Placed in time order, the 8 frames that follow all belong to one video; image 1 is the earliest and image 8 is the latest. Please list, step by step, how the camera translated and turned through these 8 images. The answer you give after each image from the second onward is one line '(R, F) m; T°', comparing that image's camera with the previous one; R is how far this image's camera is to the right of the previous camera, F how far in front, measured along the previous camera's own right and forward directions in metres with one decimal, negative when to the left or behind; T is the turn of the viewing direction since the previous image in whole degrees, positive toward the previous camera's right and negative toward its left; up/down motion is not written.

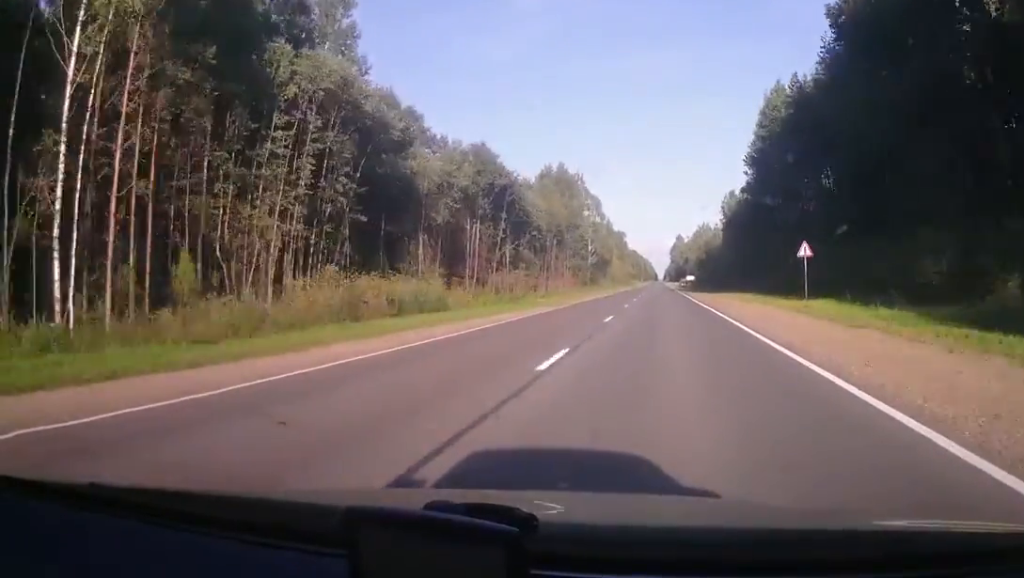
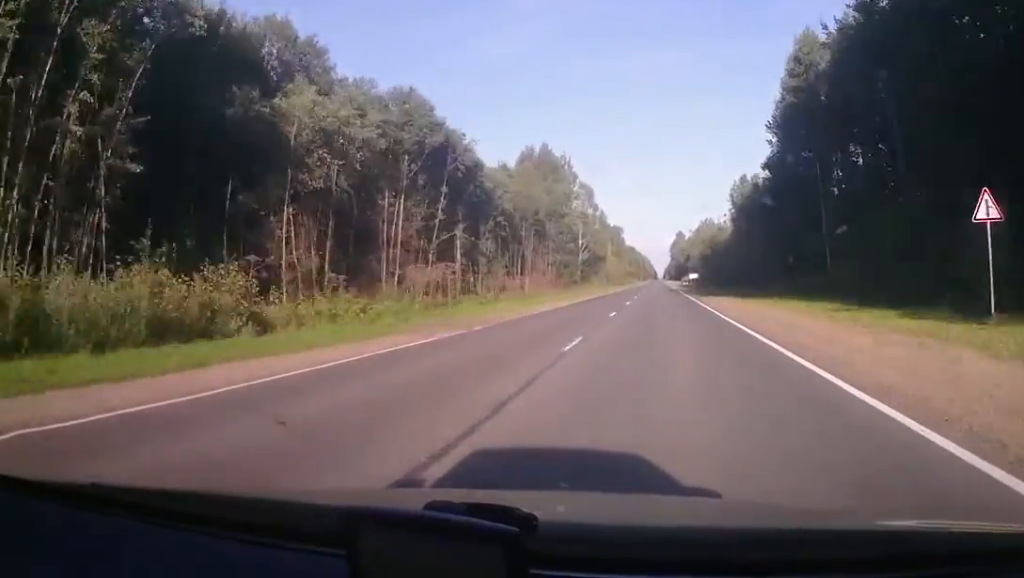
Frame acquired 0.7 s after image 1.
(+0.4, +21.3) m; 0°
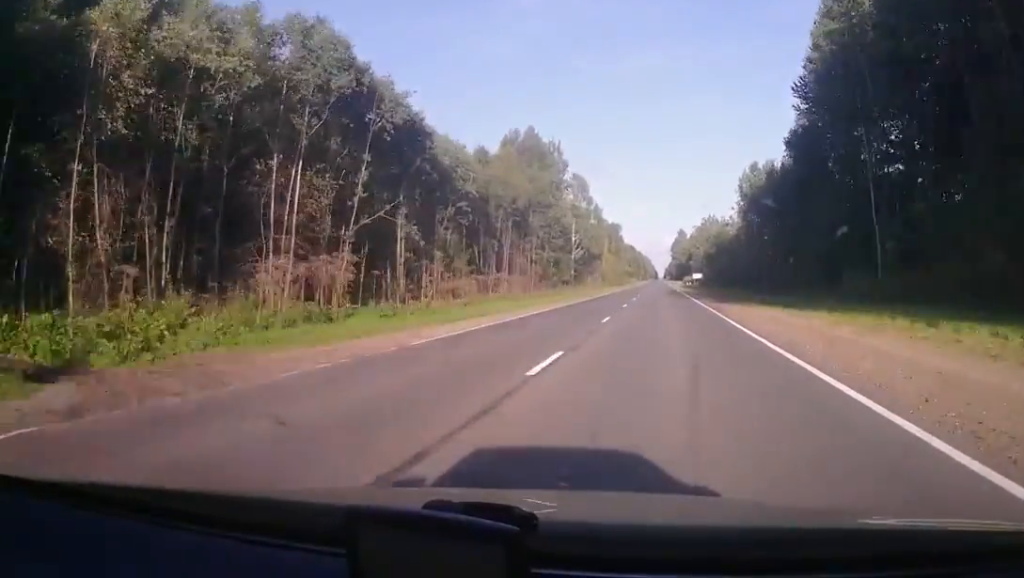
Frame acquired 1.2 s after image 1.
(-0.3, +15.2) m; 0°
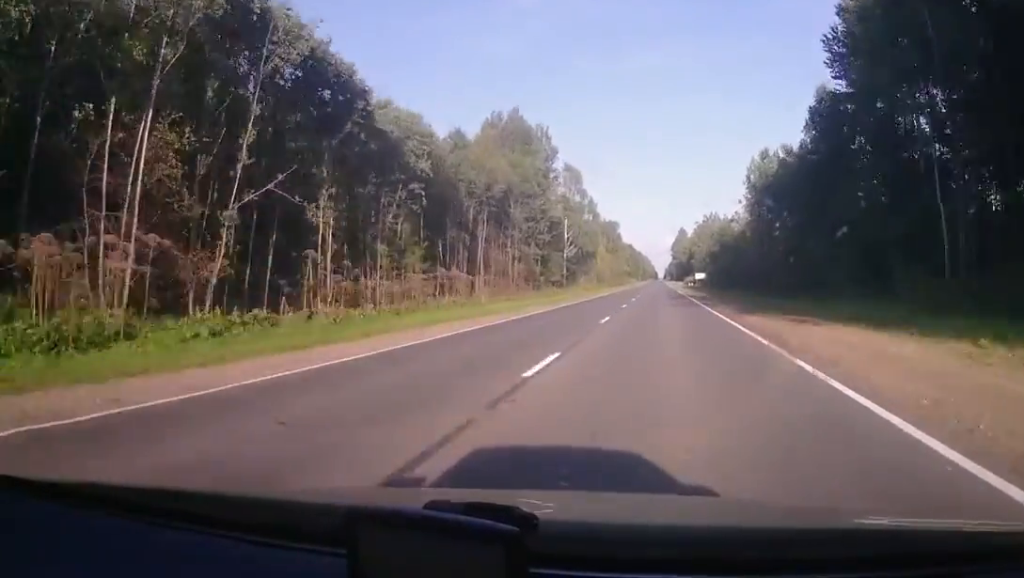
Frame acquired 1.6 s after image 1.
(-0.2, +12.2) m; 0°
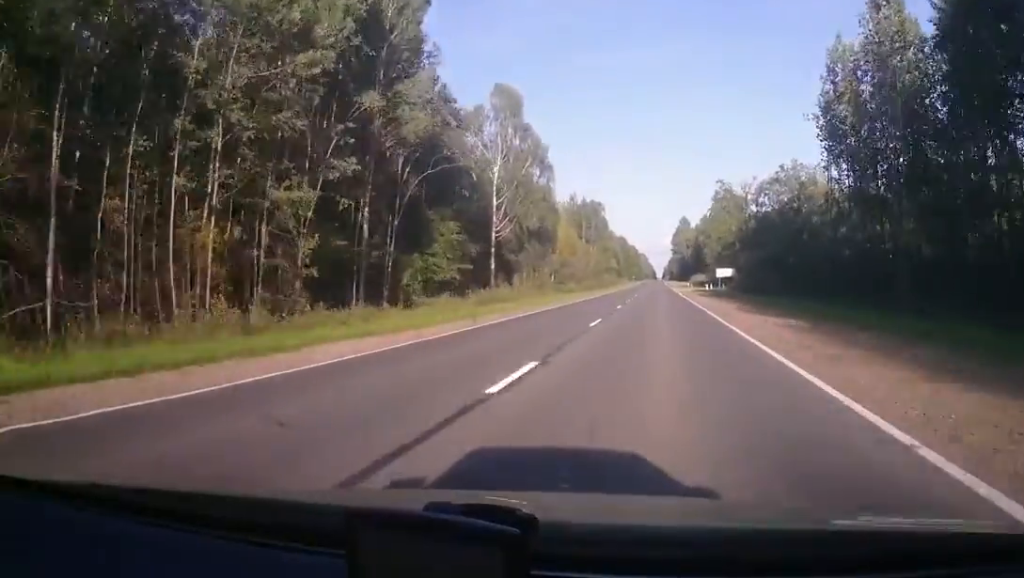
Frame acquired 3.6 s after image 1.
(+0.7, +61.3) m; +1°
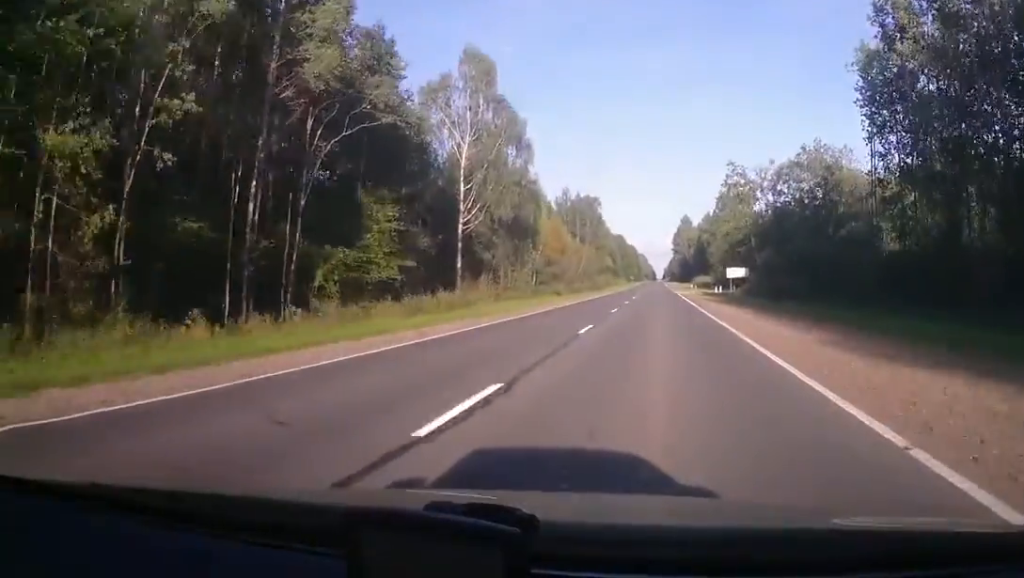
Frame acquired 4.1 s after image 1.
(0.0, +14.4) m; 0°
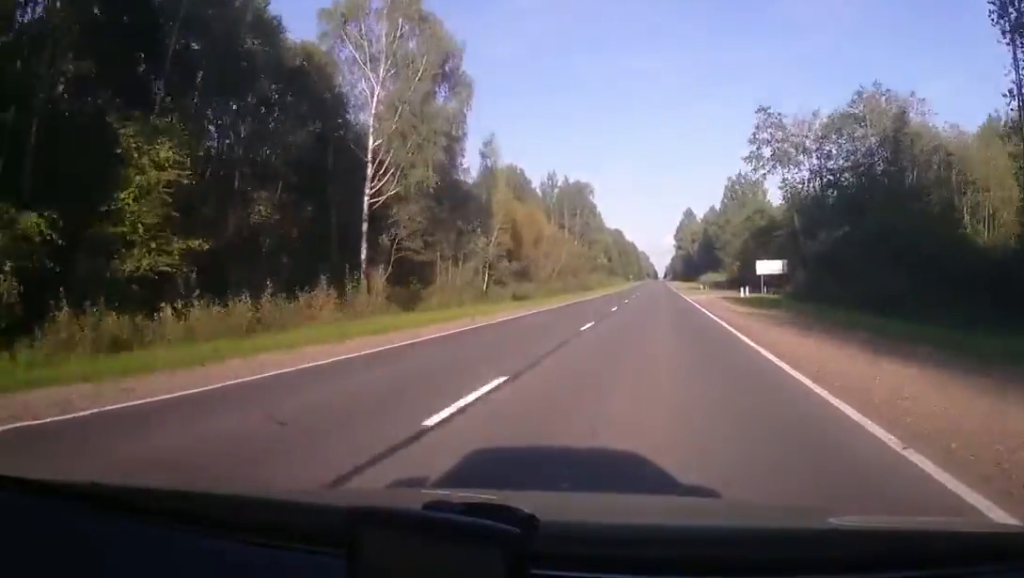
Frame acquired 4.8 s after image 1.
(0.0, +23.7) m; 0°
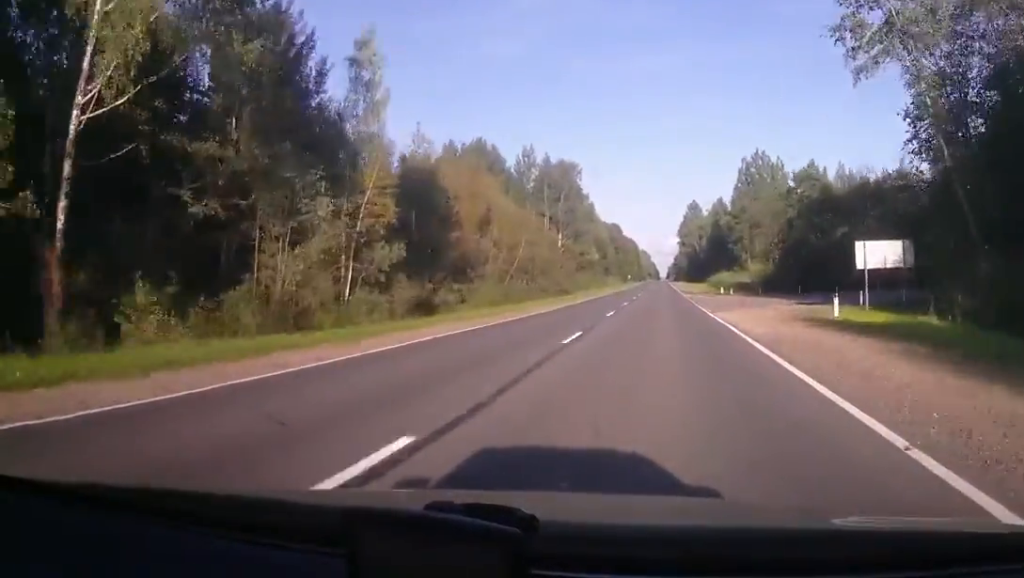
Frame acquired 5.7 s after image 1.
(0.0, +27.9) m; 0°
